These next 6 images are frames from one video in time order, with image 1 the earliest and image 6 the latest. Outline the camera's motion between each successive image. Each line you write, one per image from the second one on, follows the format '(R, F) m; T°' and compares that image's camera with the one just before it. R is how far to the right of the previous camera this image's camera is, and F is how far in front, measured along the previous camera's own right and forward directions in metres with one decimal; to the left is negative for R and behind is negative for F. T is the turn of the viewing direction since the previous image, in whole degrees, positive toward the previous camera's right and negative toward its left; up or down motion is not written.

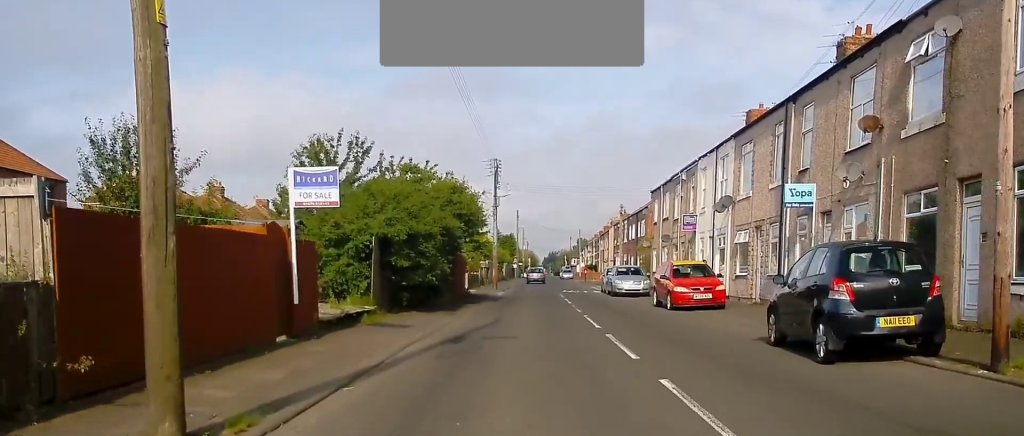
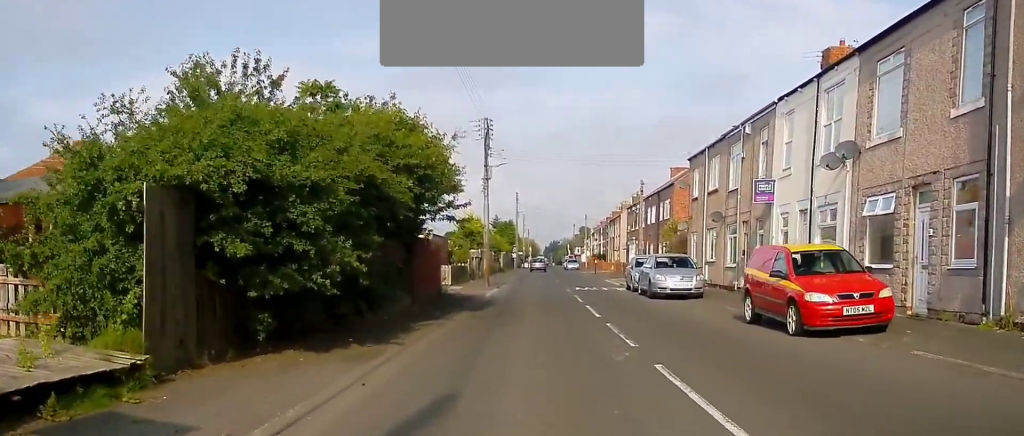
(0.0, +10.9) m; 0°
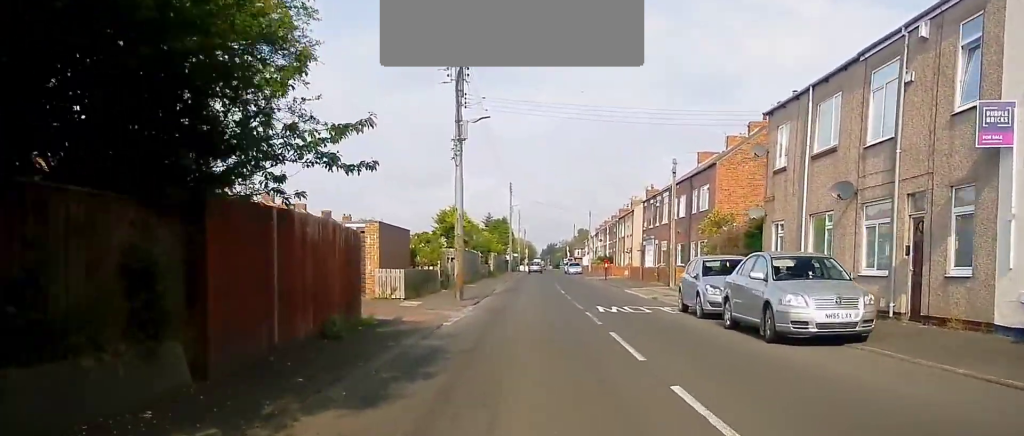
(0.0, +12.9) m; -1°
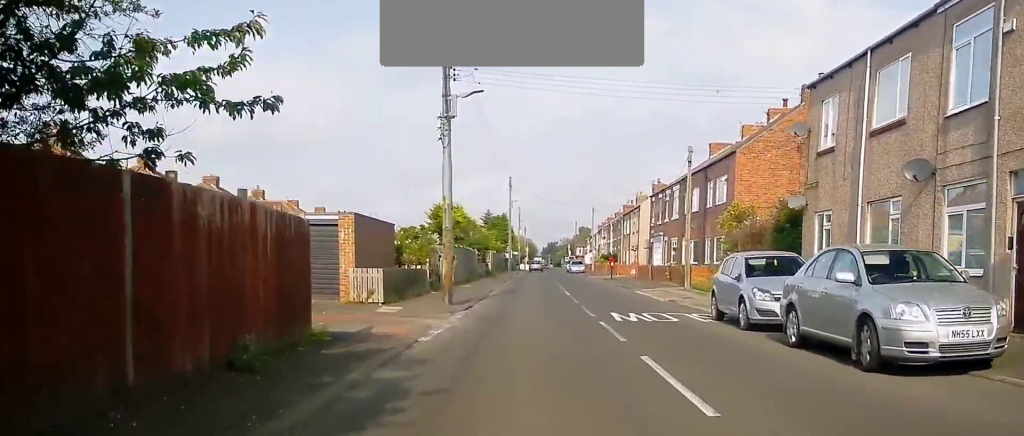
(-0.1, +3.5) m; 0°
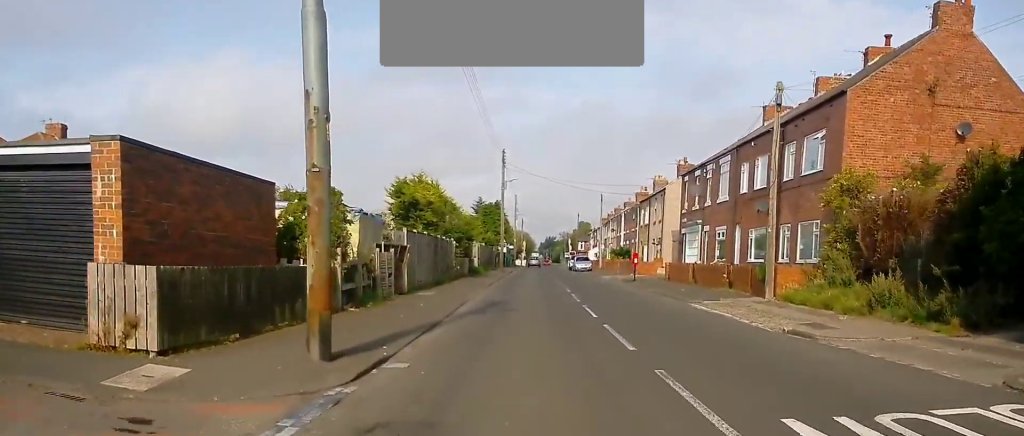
(+0.1, +12.2) m; +2°
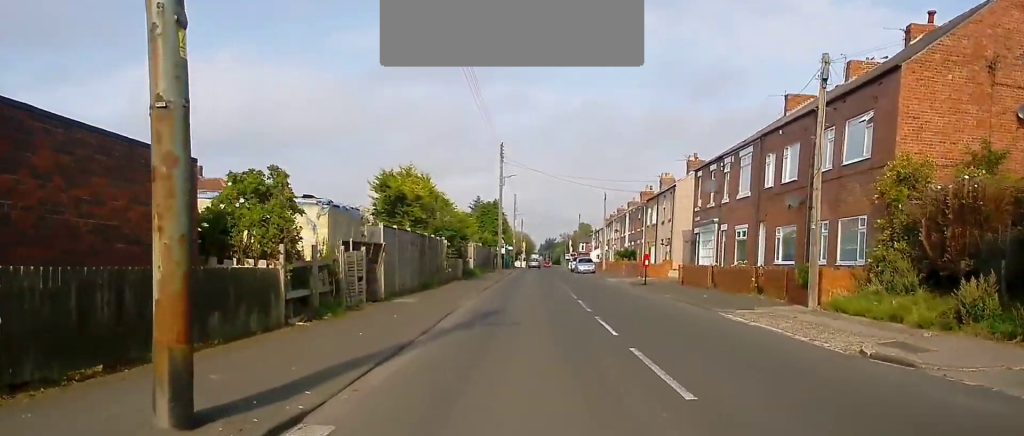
(+0.2, +3.7) m; -1°
